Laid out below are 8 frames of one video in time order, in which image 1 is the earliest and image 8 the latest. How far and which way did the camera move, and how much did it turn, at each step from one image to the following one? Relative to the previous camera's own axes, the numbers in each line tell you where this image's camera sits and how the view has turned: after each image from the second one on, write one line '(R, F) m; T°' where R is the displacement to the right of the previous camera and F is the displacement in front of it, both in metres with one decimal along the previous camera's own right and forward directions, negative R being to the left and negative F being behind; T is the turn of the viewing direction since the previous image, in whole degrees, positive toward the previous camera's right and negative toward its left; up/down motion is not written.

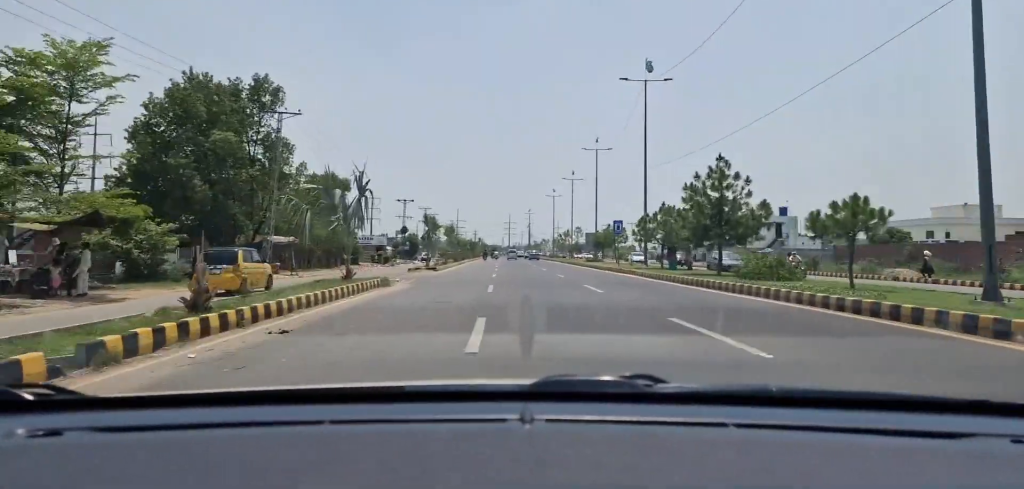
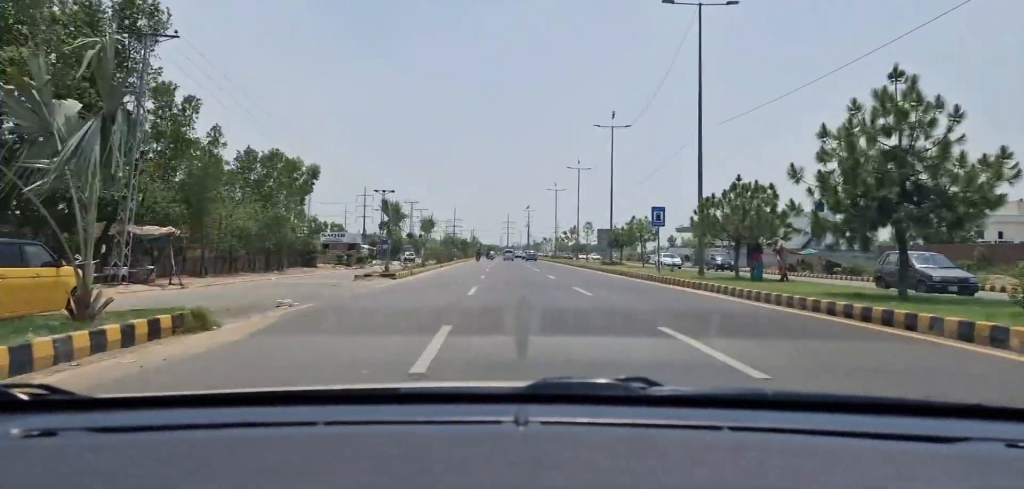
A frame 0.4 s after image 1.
(+0.2, +14.5) m; 0°
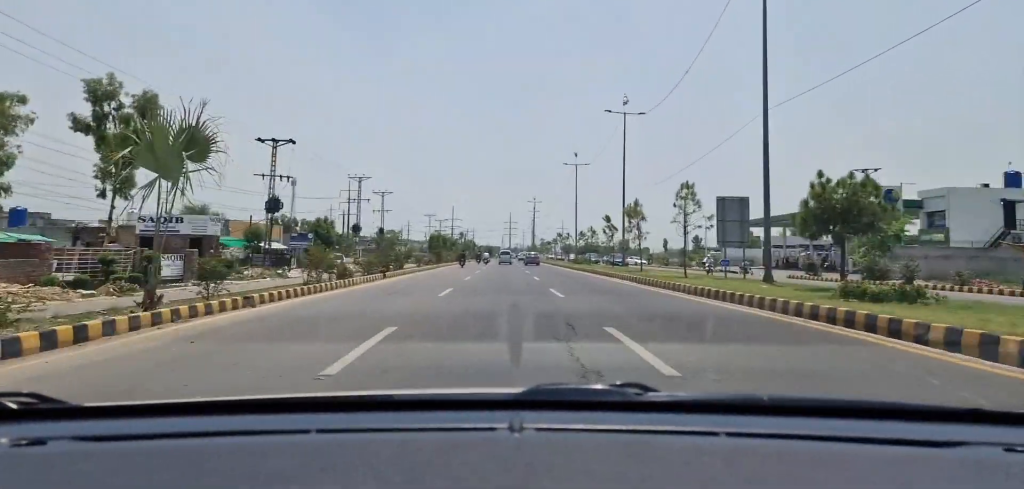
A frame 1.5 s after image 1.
(0.0, +35.5) m; 0°
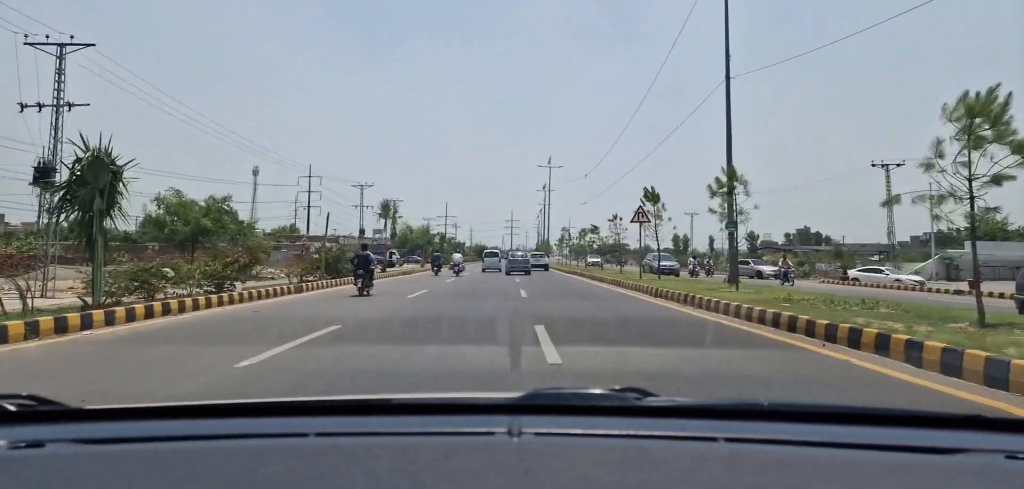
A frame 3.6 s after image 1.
(-0.3, +58.5) m; -1°
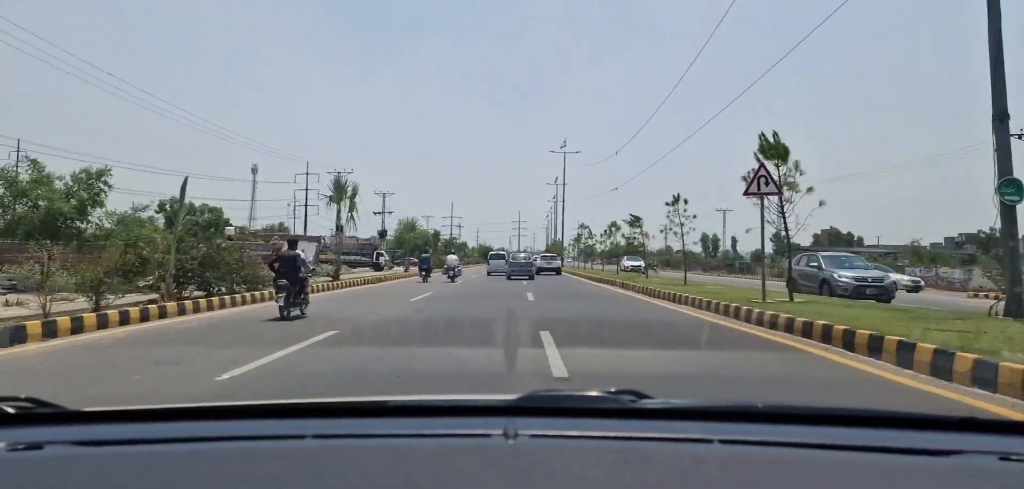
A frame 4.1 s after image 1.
(-0.2, +12.7) m; -1°
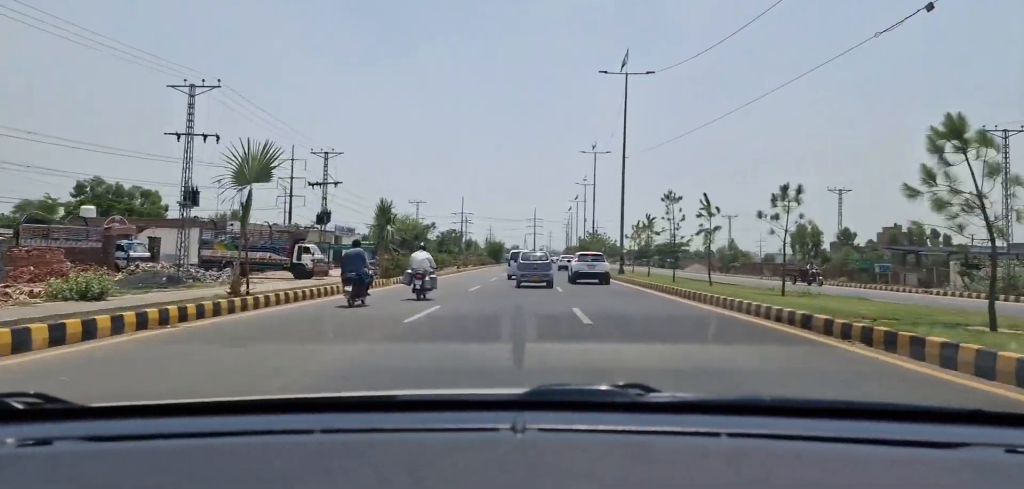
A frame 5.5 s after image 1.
(-0.1, +29.0) m; -2°
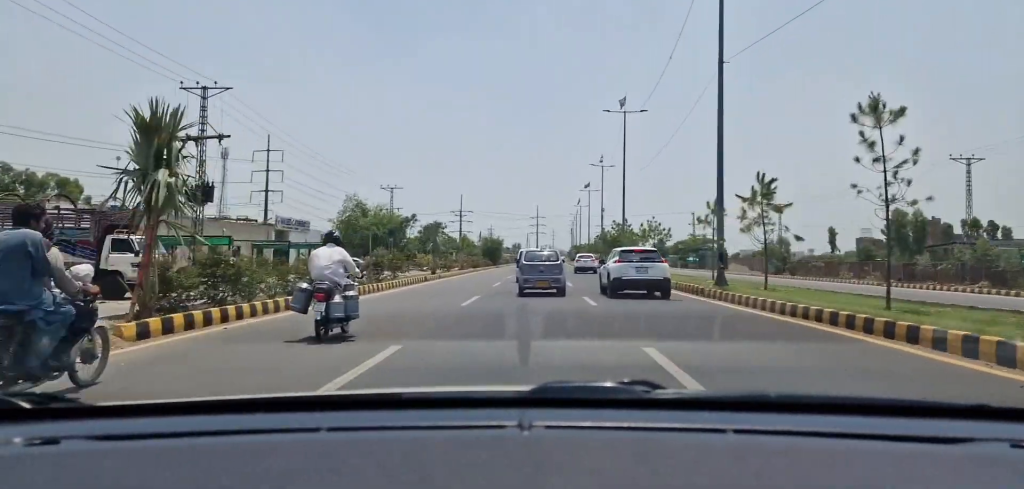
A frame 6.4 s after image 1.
(-0.3, +19.5) m; 0°
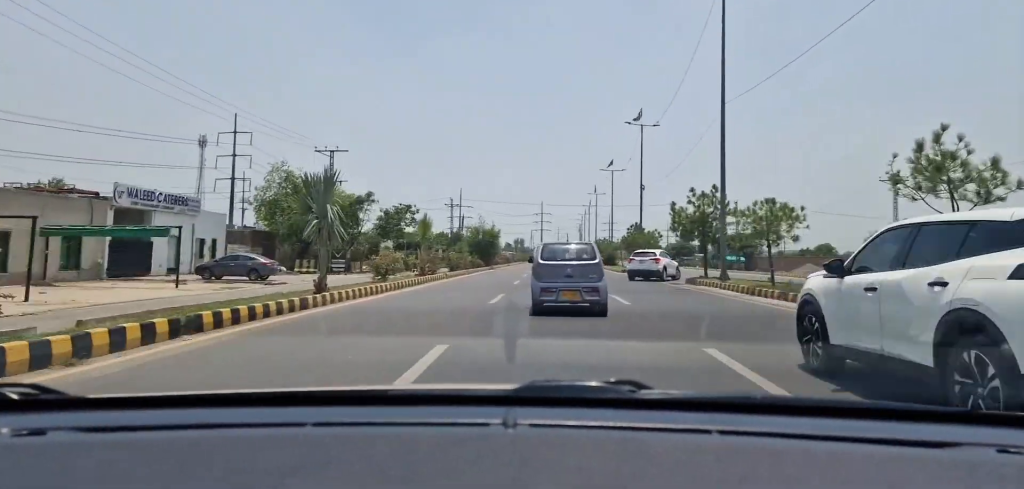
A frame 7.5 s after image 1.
(+0.3, +23.6) m; 0°
